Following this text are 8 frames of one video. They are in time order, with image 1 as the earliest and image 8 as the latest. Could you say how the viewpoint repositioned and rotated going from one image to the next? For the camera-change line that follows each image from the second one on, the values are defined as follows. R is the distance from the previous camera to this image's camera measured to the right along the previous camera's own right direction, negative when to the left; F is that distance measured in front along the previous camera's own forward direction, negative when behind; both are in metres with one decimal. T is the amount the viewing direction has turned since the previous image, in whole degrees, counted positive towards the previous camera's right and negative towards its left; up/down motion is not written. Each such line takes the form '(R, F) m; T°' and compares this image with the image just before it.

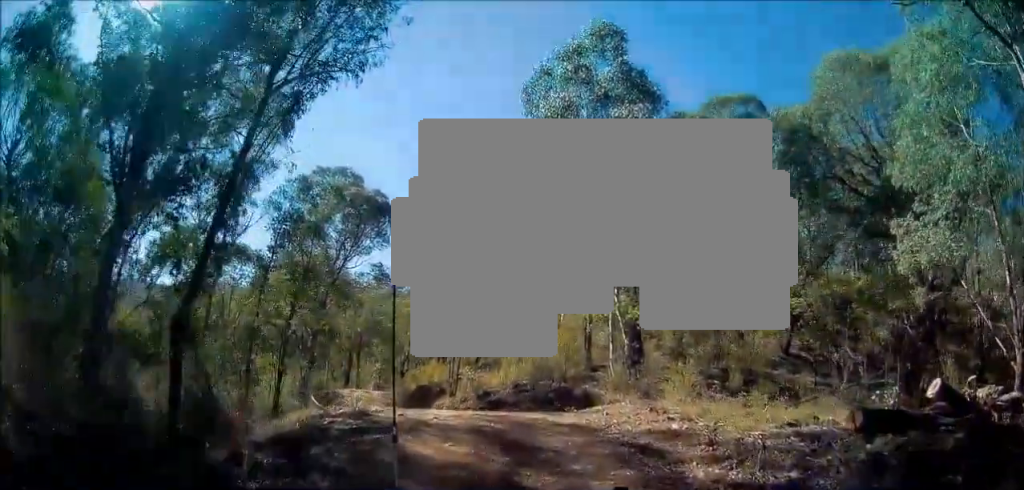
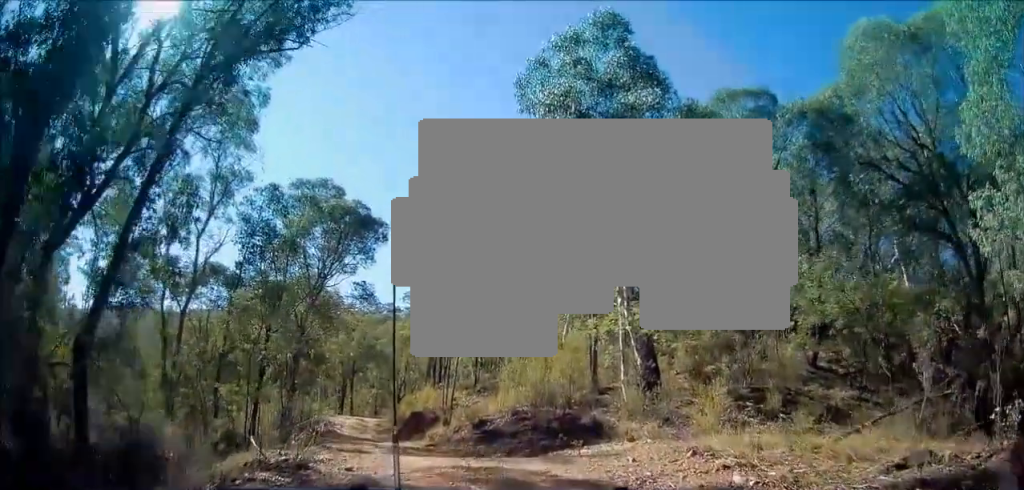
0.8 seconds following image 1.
(+0.1, +2.6) m; +3°
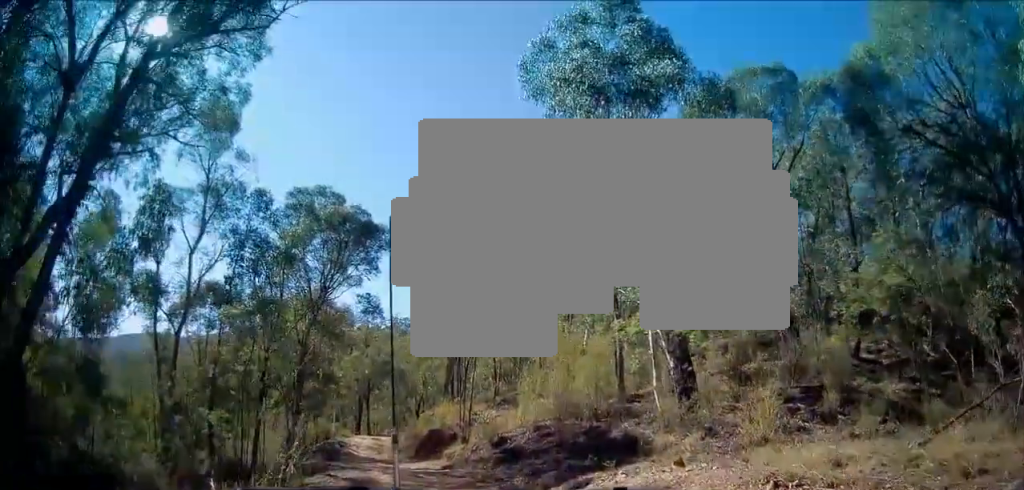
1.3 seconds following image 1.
(0.0, +1.9) m; -6°
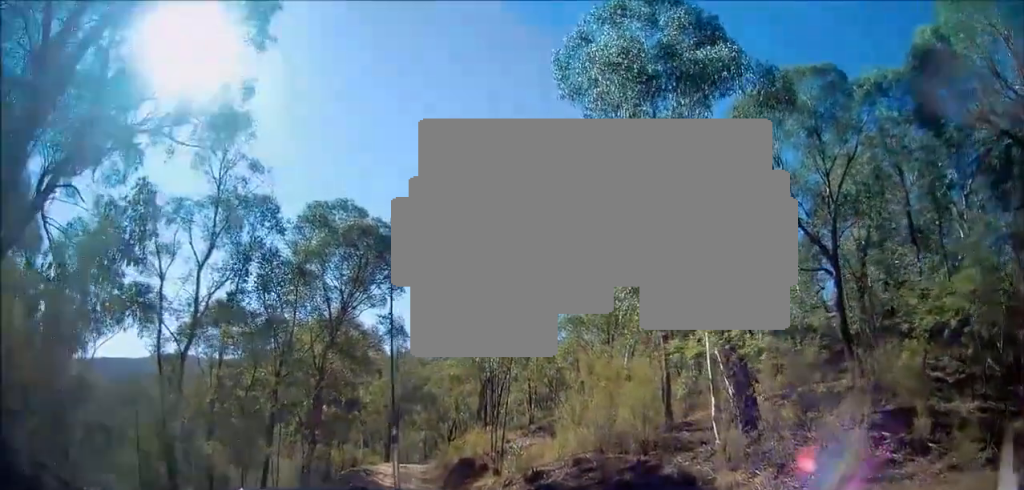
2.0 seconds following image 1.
(0.0, +2.1) m; -5°
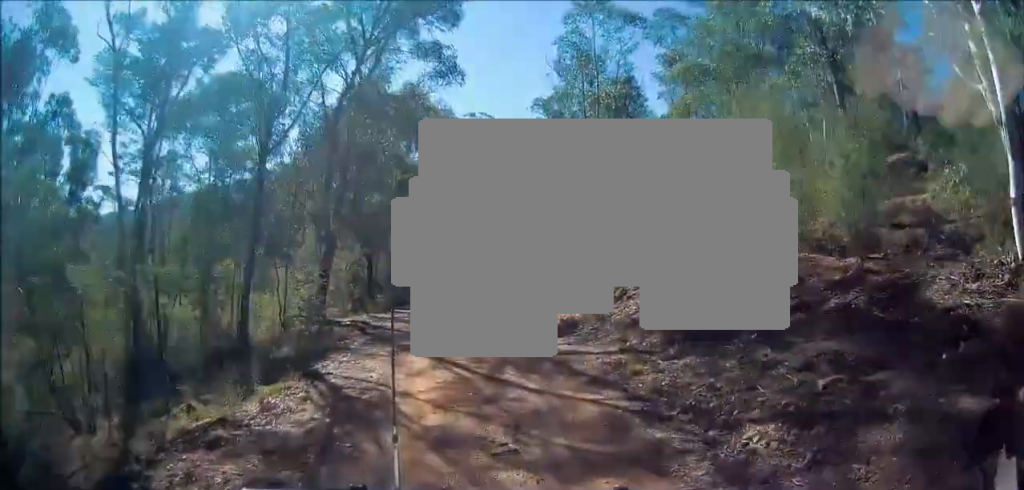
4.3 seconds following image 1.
(0.0, +7.5) m; -4°
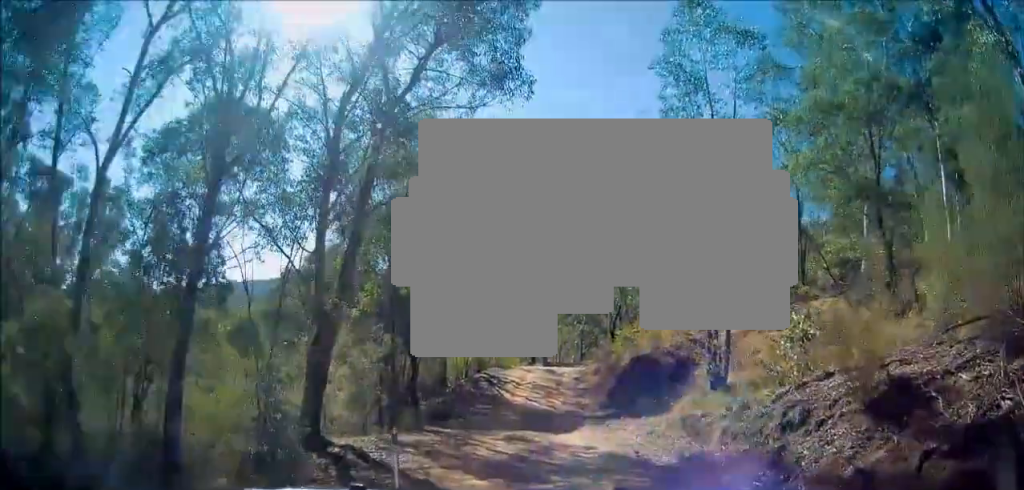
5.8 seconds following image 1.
(-1.1, +5.5) m; -9°
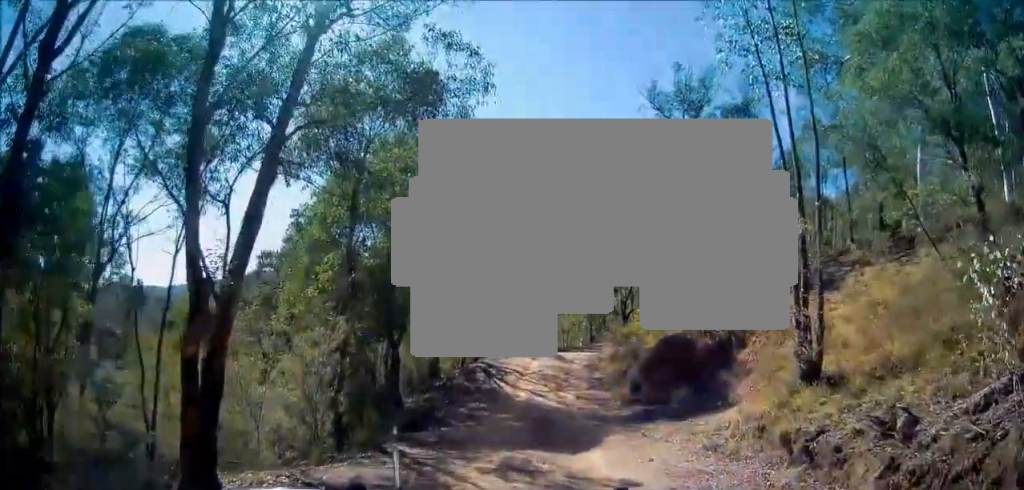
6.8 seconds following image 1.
(+0.6, +4.2) m; +7°
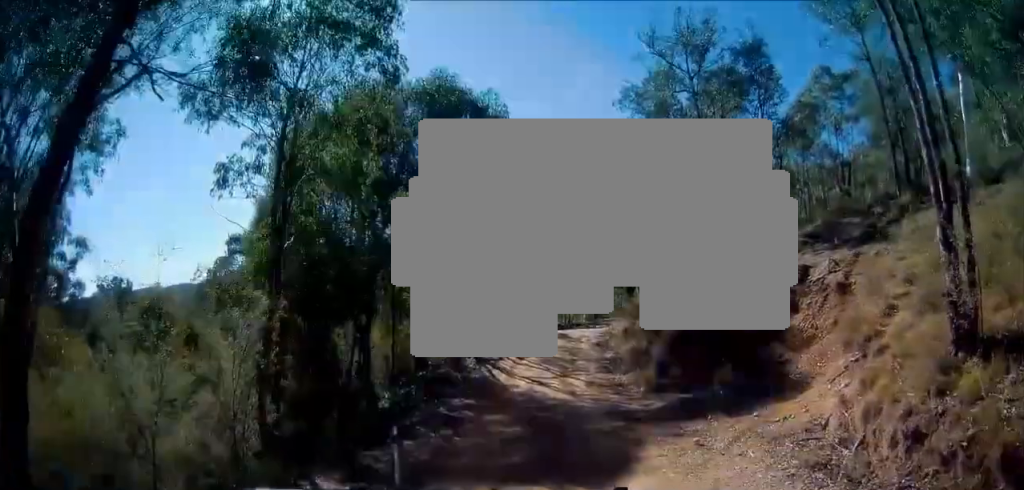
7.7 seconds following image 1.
(0.0, +3.9) m; -2°
